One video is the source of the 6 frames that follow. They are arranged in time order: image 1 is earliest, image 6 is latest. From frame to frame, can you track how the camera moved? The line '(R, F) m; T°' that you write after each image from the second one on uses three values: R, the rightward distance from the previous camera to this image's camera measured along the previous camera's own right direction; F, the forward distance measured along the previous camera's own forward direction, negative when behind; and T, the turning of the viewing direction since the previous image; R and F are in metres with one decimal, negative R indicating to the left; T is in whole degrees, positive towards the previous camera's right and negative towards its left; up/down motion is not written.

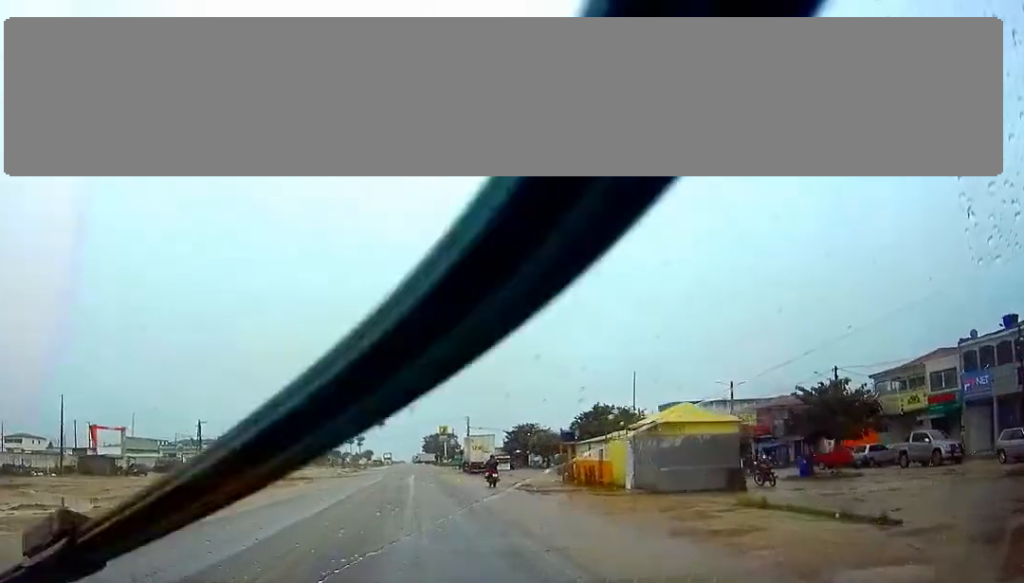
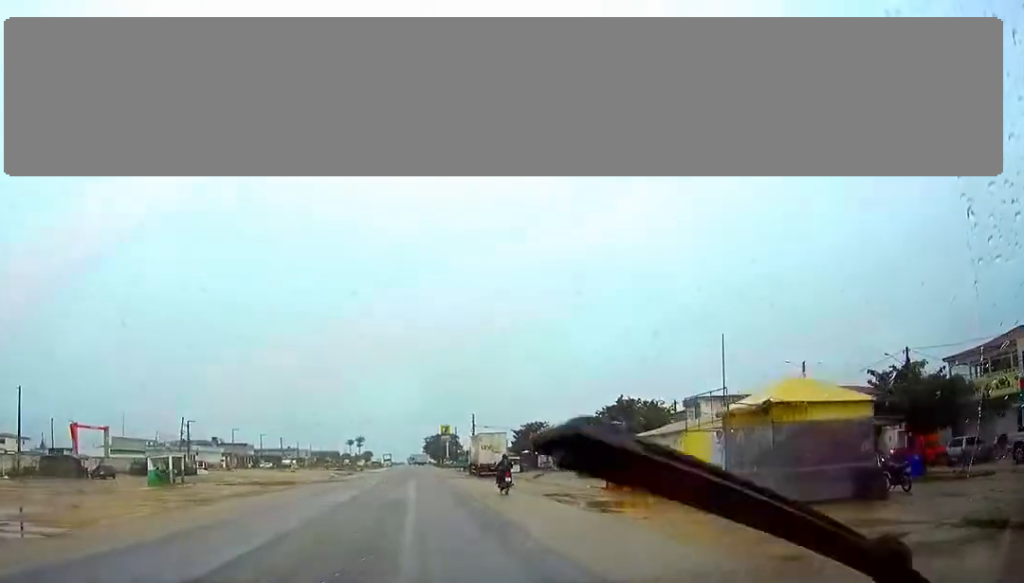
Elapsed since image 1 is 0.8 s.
(0.0, +10.4) m; 0°
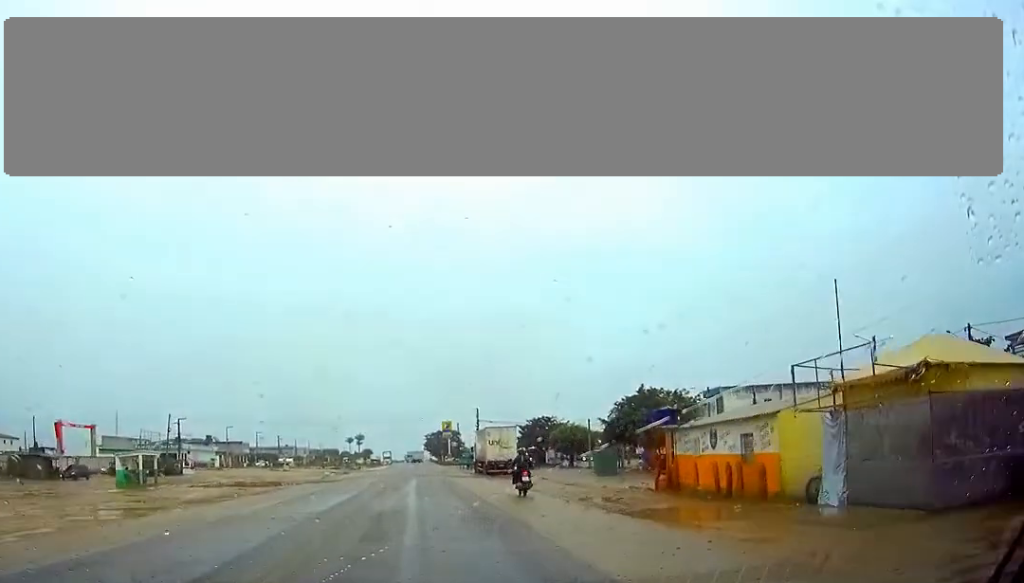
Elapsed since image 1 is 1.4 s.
(0.0, +7.7) m; 0°
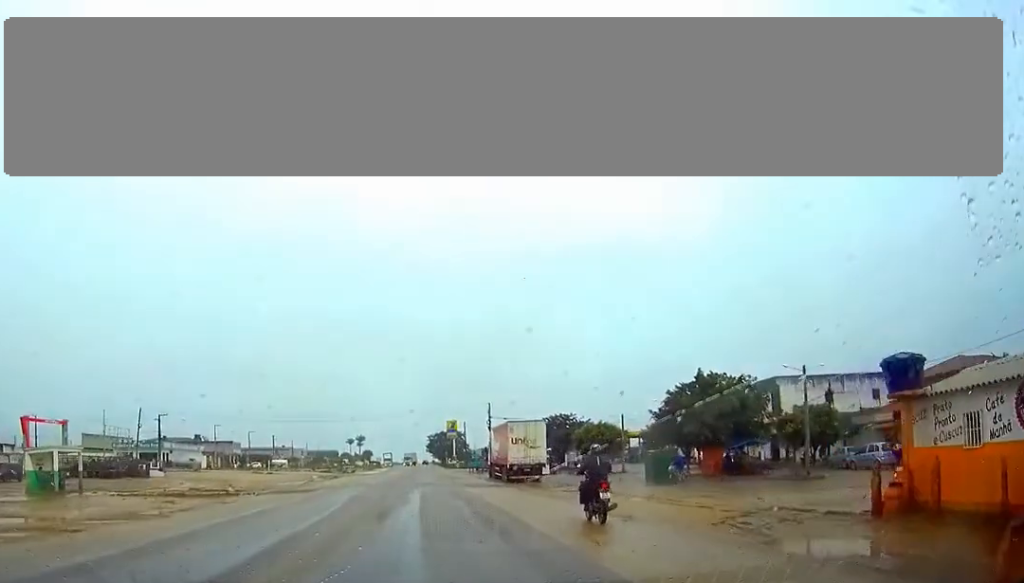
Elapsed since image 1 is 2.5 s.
(-0.1, +14.2) m; -1°
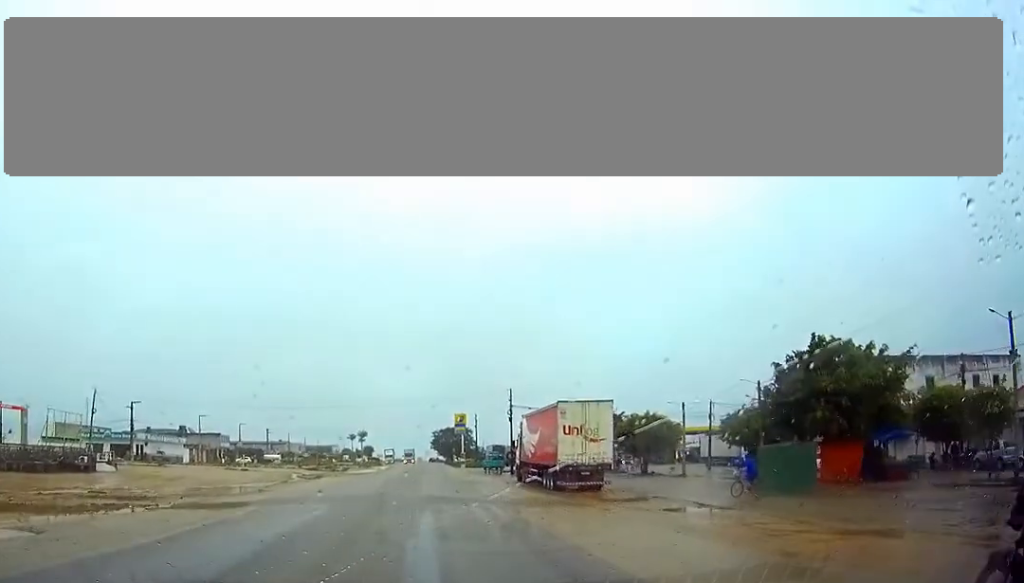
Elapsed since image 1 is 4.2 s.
(-0.1, +17.9) m; 0°
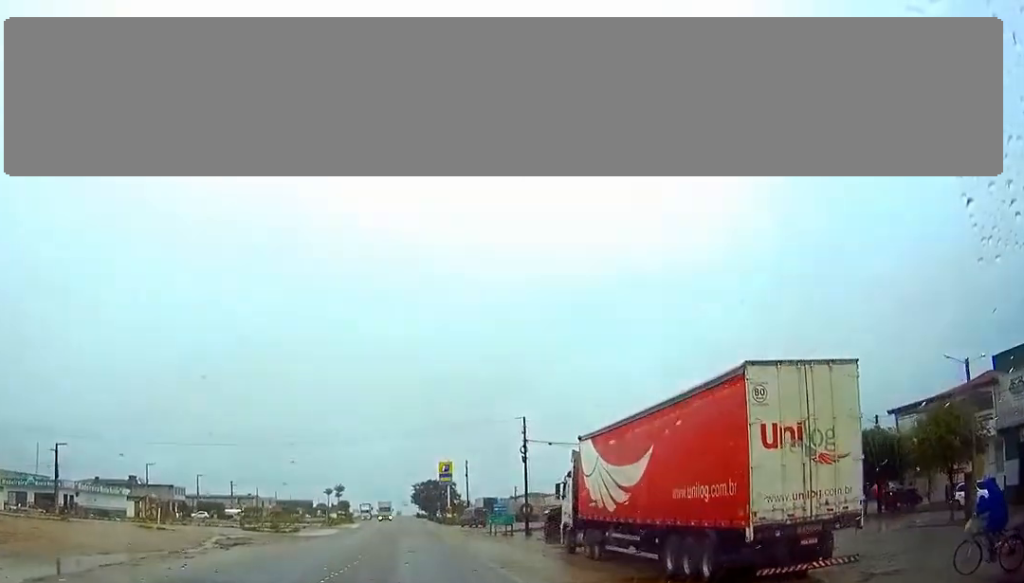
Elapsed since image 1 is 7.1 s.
(+0.3, +23.3) m; +1°
